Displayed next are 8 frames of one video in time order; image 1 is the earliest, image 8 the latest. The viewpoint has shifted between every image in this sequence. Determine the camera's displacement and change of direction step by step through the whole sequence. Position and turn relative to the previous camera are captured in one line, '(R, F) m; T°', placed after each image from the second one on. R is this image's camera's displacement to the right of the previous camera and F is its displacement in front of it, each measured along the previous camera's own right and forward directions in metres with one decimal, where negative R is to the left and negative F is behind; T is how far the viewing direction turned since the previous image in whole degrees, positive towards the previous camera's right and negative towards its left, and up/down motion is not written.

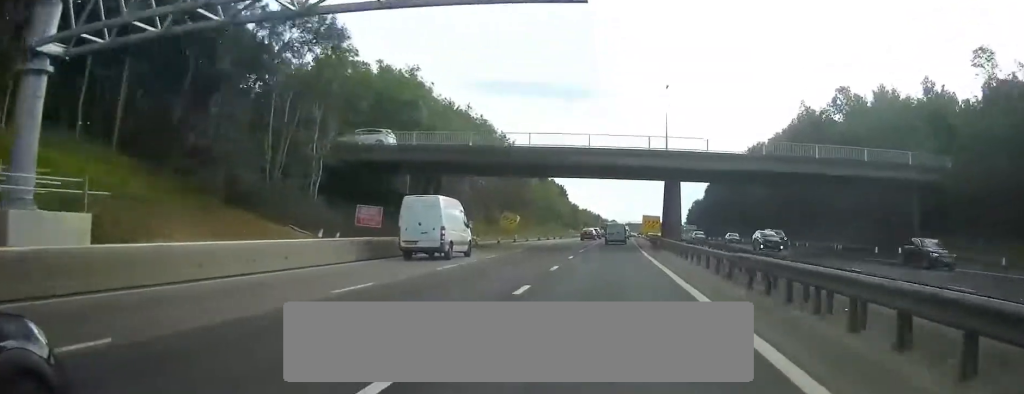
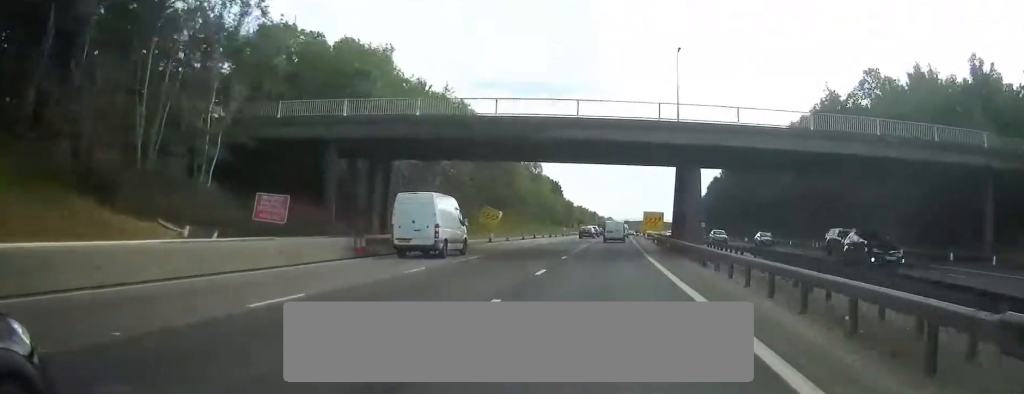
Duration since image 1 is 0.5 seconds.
(0.0, +11.9) m; 0°
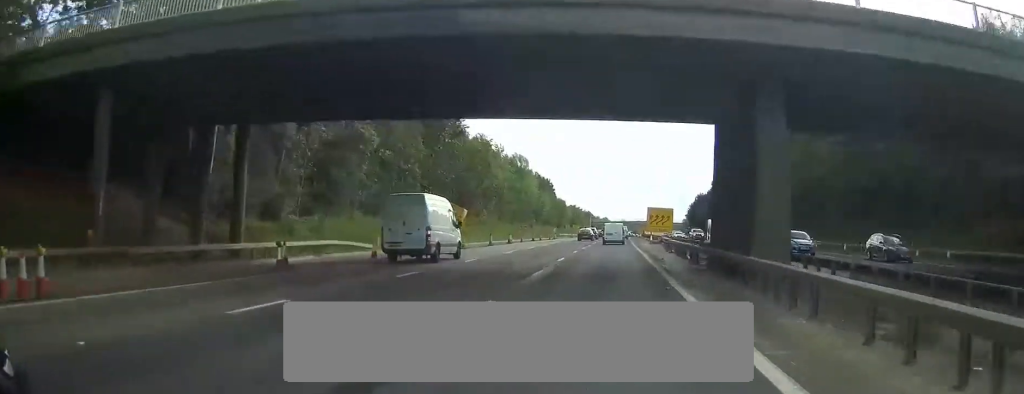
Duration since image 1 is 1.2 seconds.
(+0.1, +17.8) m; 0°
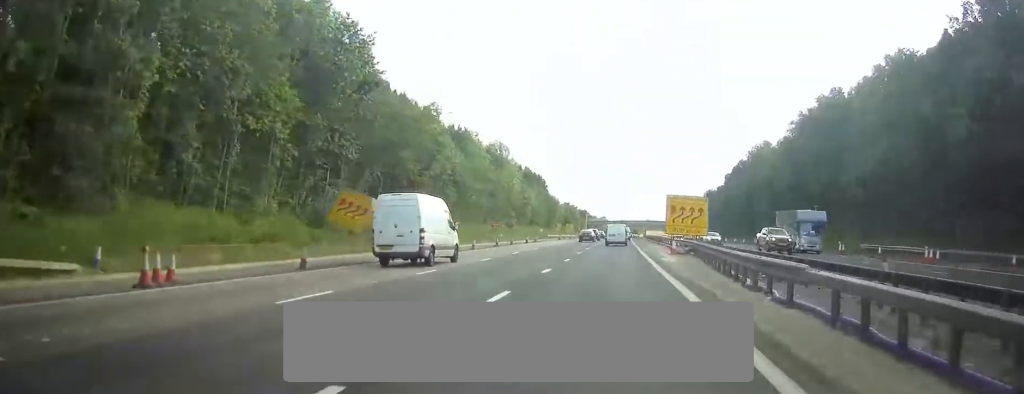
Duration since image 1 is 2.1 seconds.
(0.0, +24.3) m; 0°
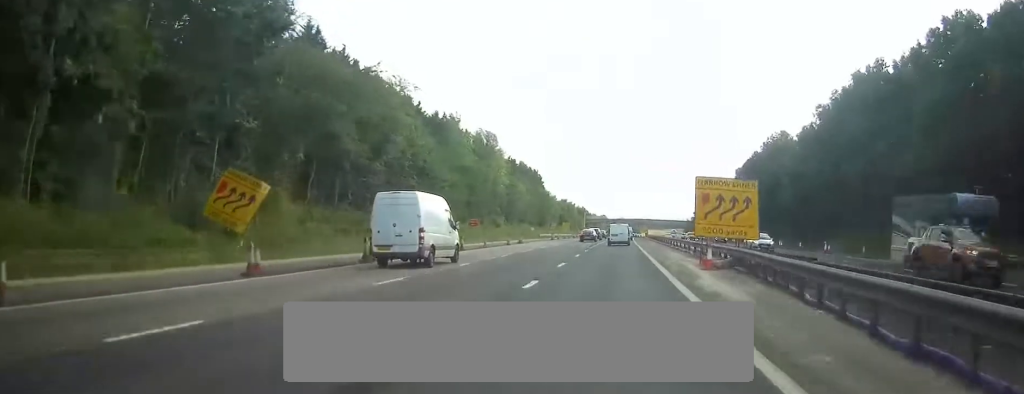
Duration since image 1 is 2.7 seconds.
(0.0, +13.2) m; 0°
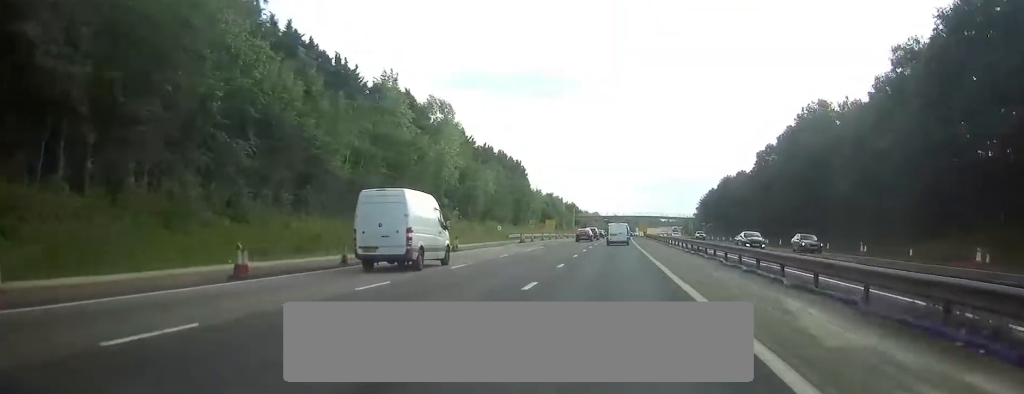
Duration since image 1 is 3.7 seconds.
(+0.1, +26.9) m; 0°
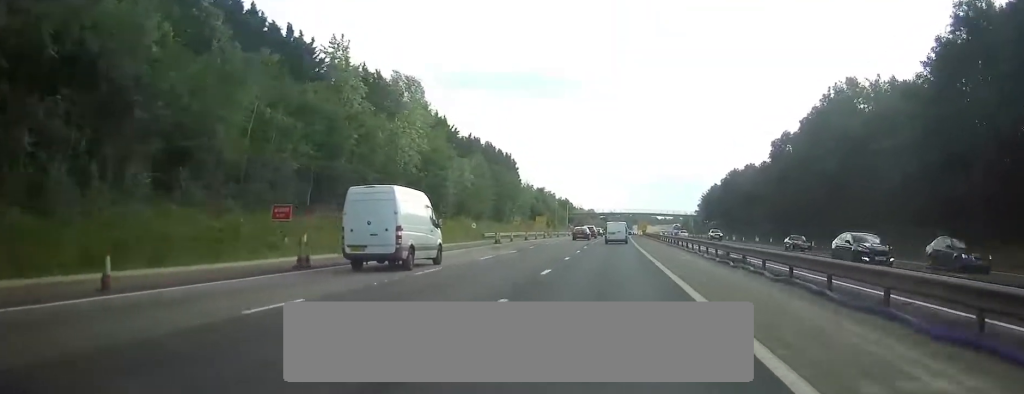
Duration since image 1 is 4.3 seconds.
(0.0, +13.6) m; 0°
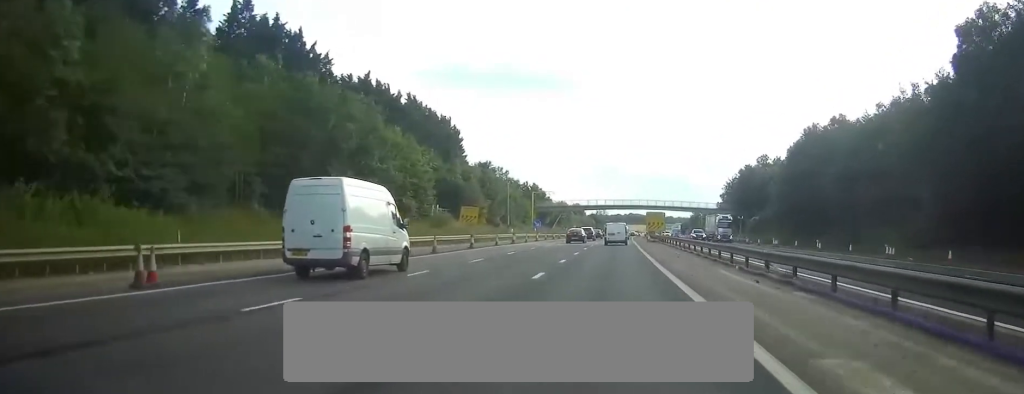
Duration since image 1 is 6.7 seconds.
(+0.6, +63.7) m; +1°
